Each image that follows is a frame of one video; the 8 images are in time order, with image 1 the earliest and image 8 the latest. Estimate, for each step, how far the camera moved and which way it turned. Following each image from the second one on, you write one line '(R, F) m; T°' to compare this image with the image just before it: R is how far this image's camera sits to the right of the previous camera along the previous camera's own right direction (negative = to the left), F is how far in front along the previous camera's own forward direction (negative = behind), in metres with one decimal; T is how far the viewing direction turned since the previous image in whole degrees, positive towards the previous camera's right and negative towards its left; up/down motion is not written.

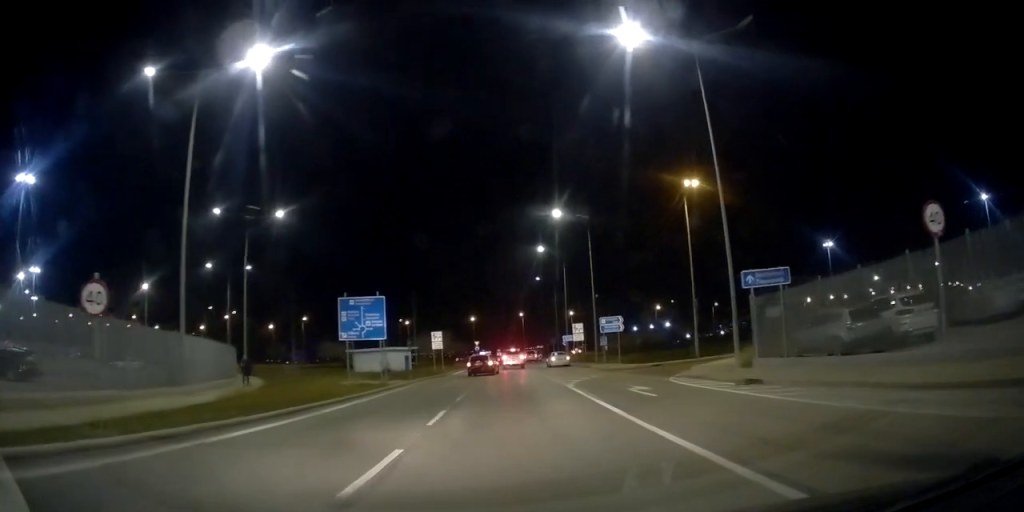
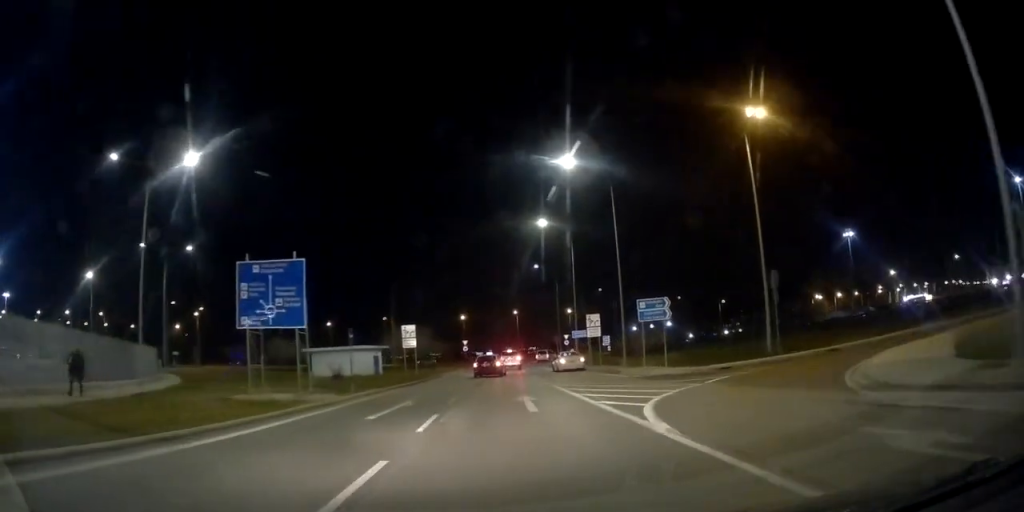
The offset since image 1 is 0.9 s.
(+0.4, +13.1) m; +1°
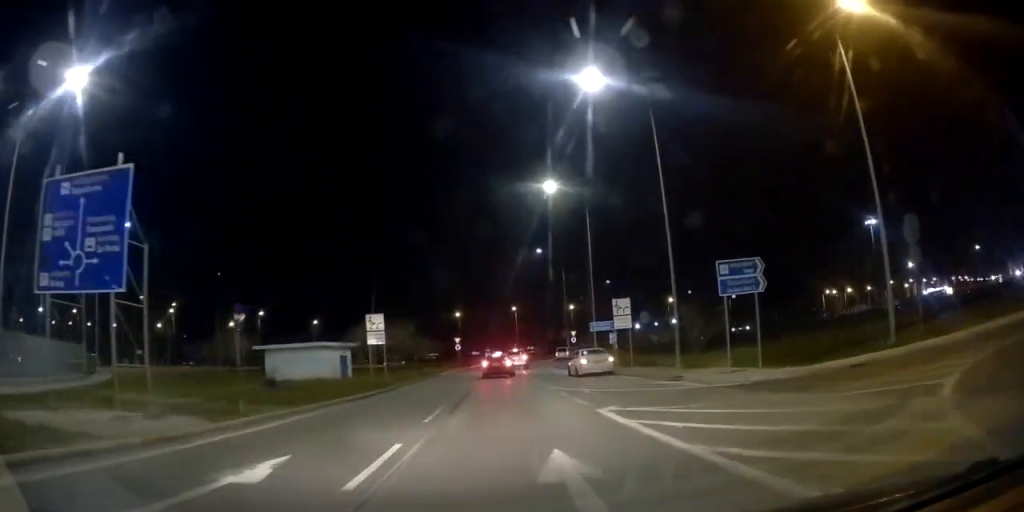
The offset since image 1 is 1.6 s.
(+0.1, +10.6) m; 0°
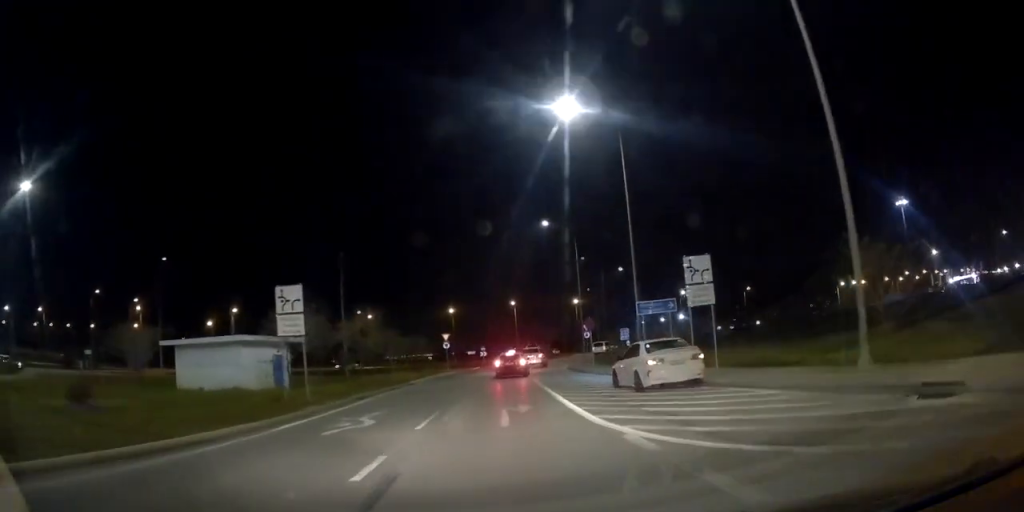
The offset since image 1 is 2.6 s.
(-0.2, +12.6) m; -1°
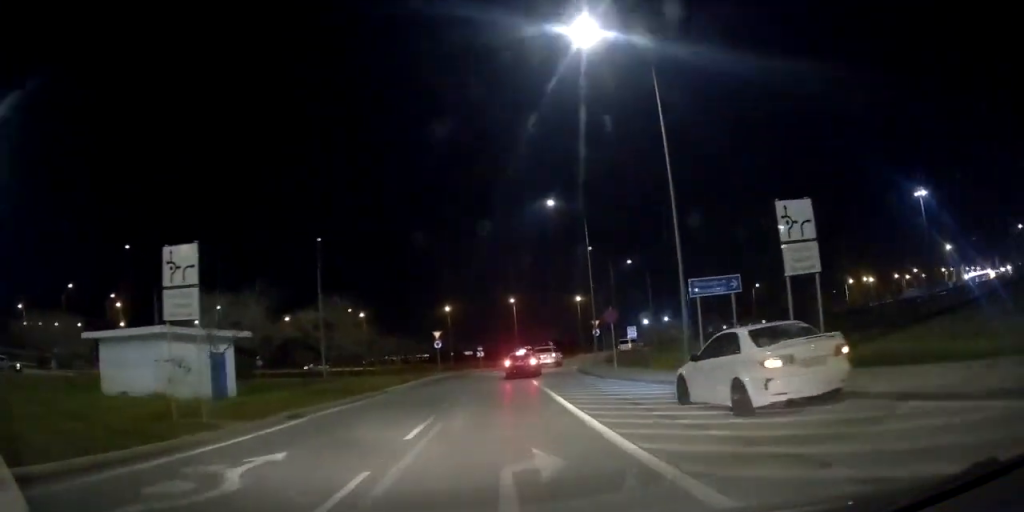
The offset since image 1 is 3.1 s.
(0.0, +6.7) m; 0°
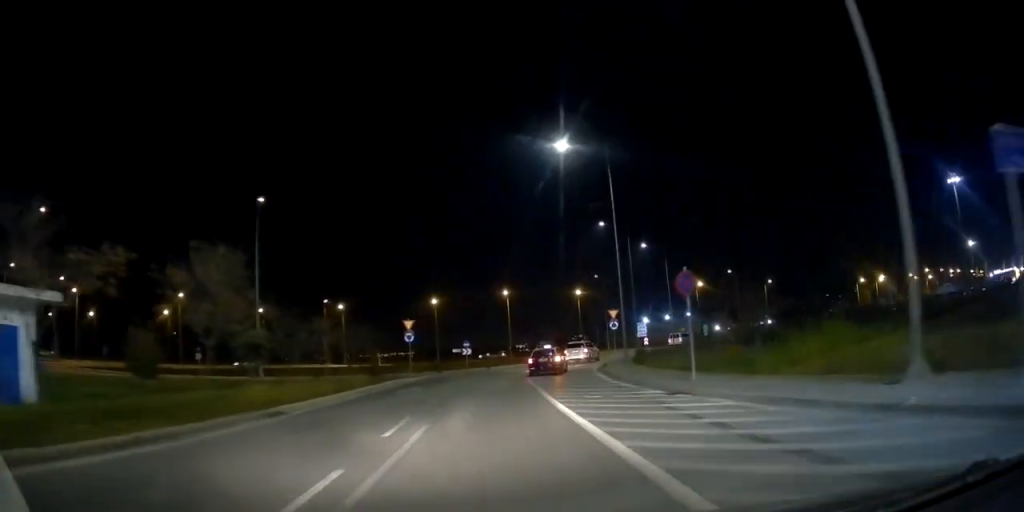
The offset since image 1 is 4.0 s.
(0.0, +11.5) m; +2°
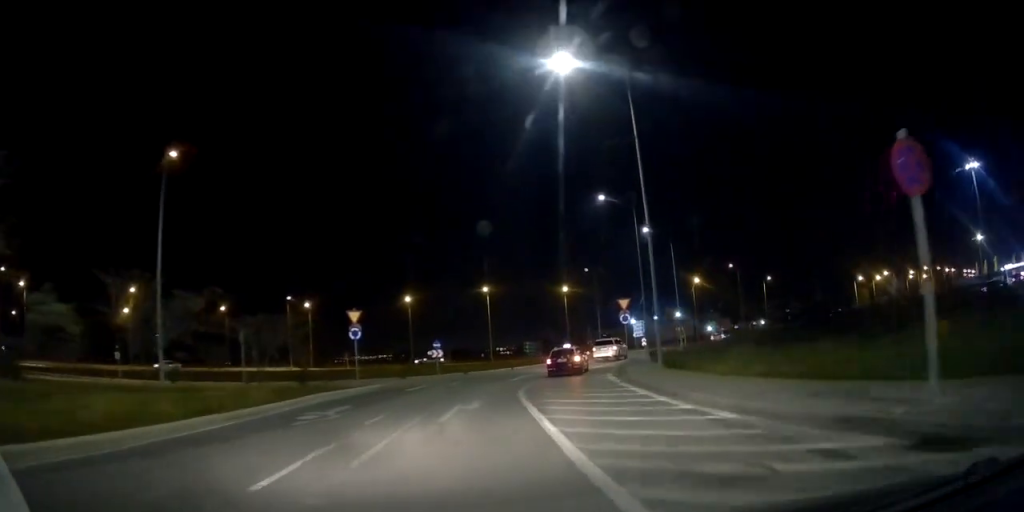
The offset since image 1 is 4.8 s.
(+0.3, +9.4) m; +5°
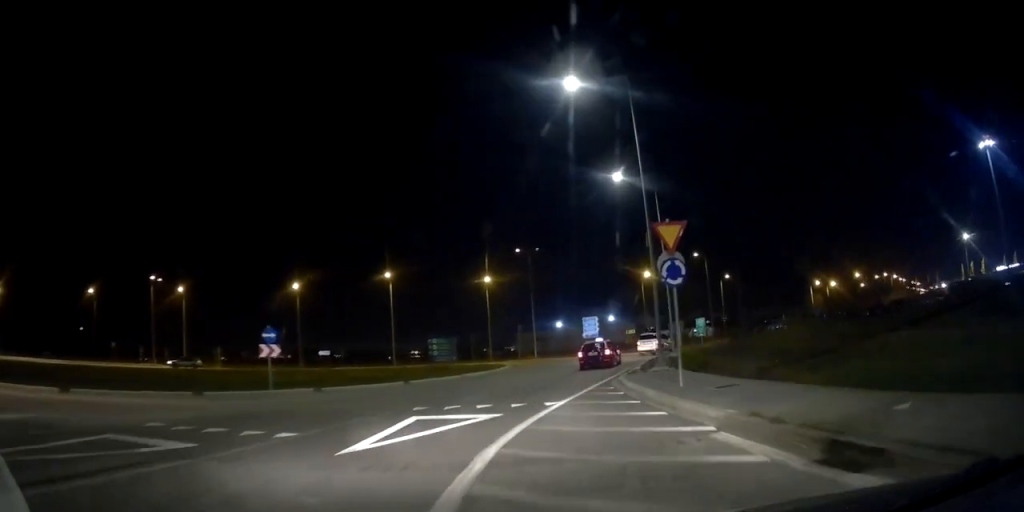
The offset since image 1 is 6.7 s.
(+1.6, +19.3) m; +8°
